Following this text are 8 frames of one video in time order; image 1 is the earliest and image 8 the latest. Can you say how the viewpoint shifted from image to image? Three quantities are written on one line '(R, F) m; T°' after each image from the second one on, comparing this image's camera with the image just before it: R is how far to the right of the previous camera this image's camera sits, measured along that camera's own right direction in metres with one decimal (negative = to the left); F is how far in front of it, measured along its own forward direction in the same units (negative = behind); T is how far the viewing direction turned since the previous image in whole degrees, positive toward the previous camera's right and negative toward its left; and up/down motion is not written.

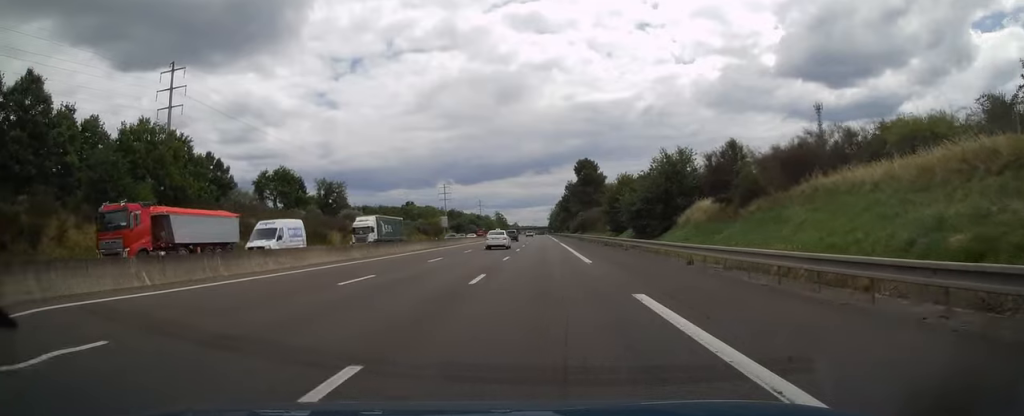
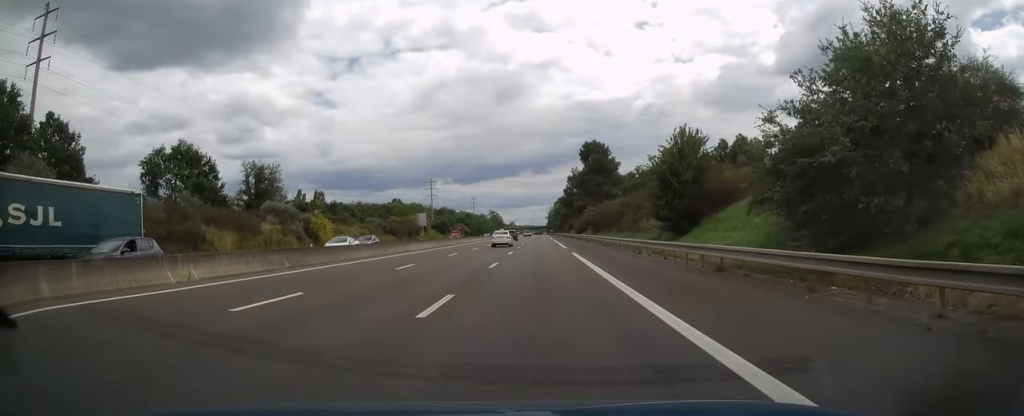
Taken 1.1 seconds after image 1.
(0.0, +31.8) m; 0°
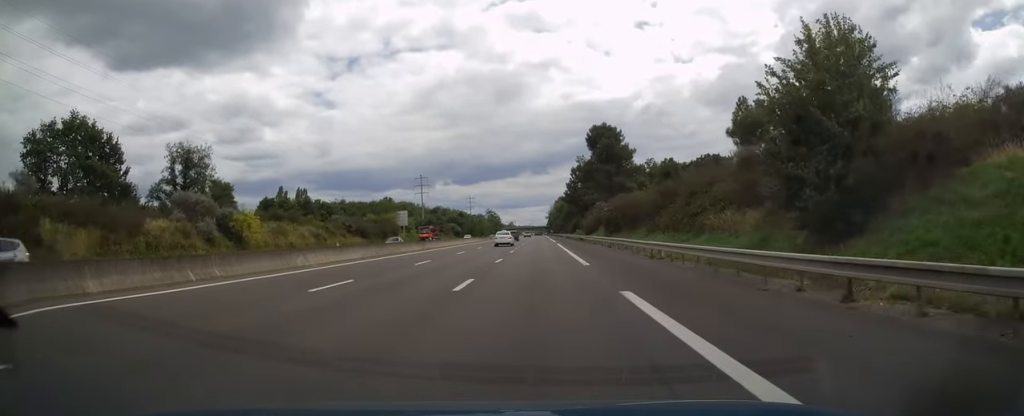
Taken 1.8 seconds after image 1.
(0.0, +21.5) m; 0°
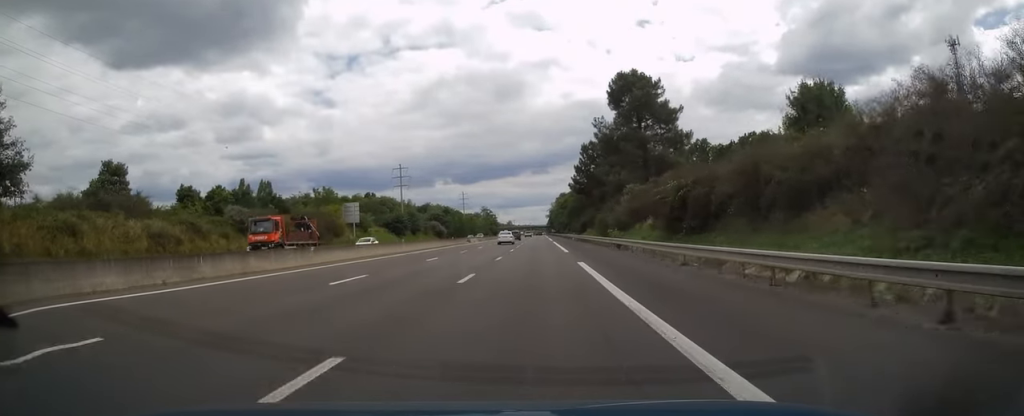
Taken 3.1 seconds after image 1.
(+0.1, +36.8) m; 0°
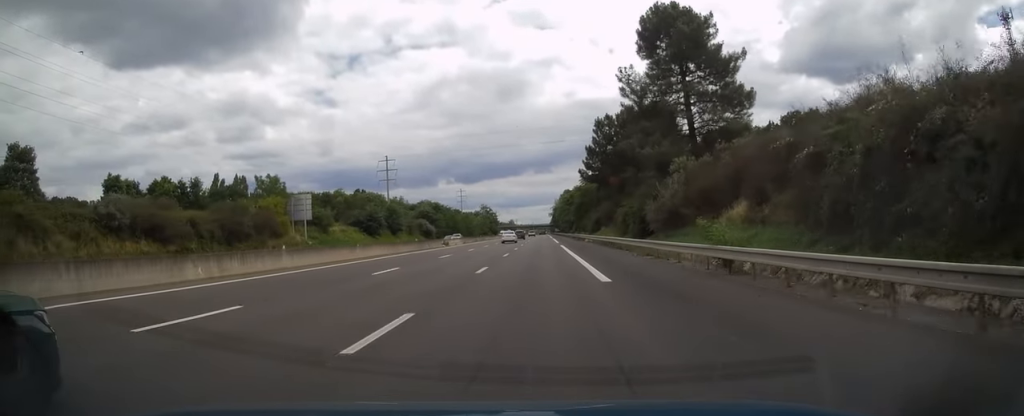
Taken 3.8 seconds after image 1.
(0.0, +22.6) m; 0°
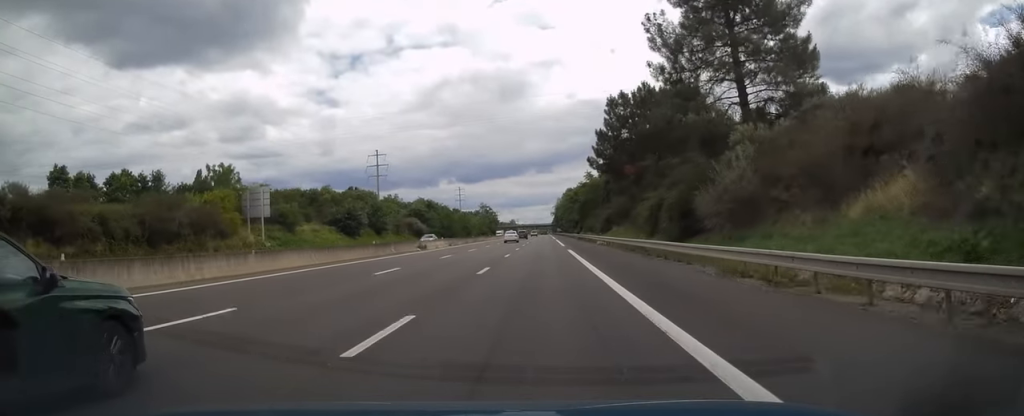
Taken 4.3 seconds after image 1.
(0.0, +13.3) m; 0°
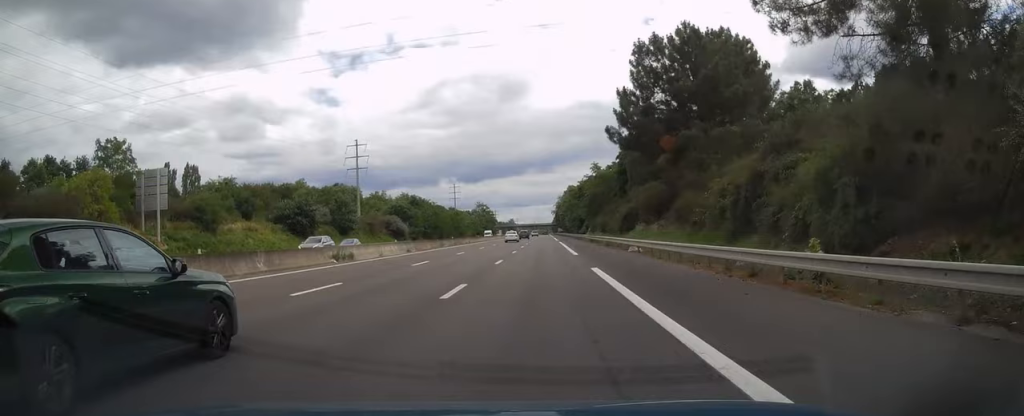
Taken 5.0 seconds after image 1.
(0.0, +20.1) m; 0°
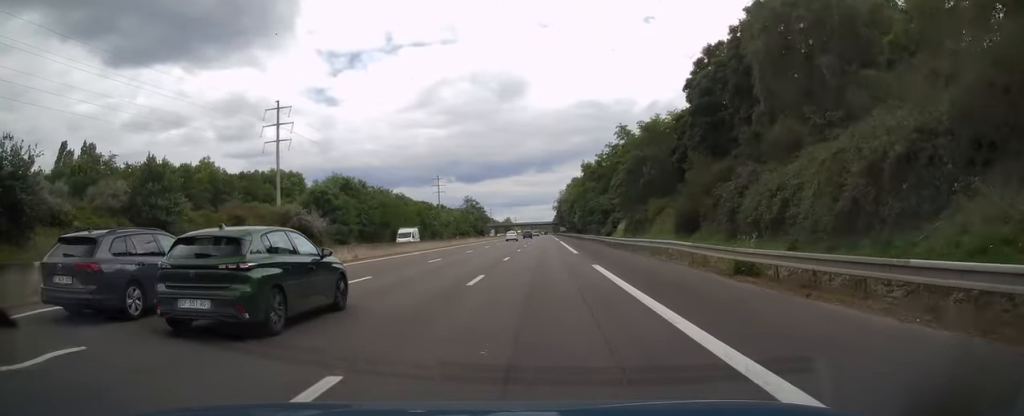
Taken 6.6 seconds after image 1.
(0.0, +49.2) m; 0°
